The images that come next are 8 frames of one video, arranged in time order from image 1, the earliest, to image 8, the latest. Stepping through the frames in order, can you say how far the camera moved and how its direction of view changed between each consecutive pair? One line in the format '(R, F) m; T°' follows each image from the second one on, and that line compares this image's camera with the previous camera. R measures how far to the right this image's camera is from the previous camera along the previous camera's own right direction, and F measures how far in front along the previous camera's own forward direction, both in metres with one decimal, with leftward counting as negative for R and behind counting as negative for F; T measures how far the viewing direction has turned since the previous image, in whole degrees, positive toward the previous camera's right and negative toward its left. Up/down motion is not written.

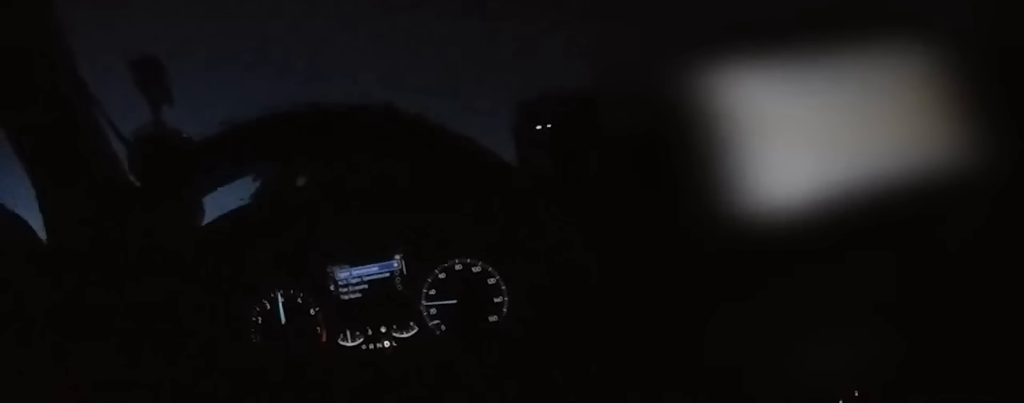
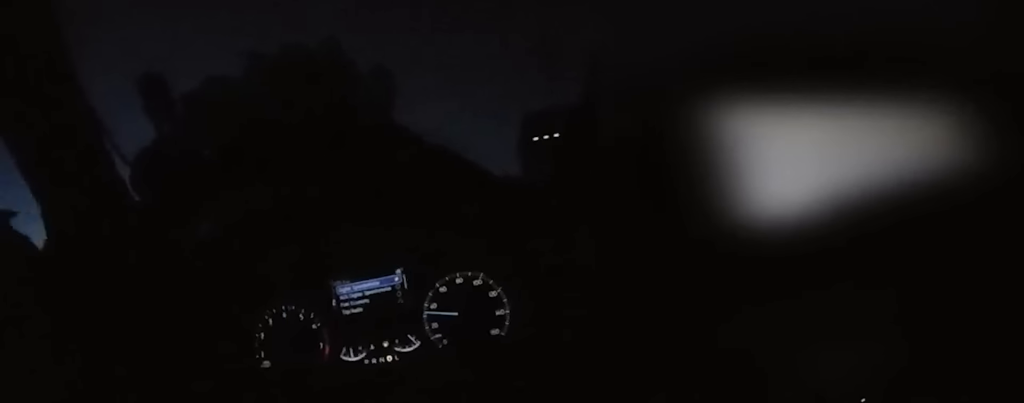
(+0.1, +12.7) m; +1°
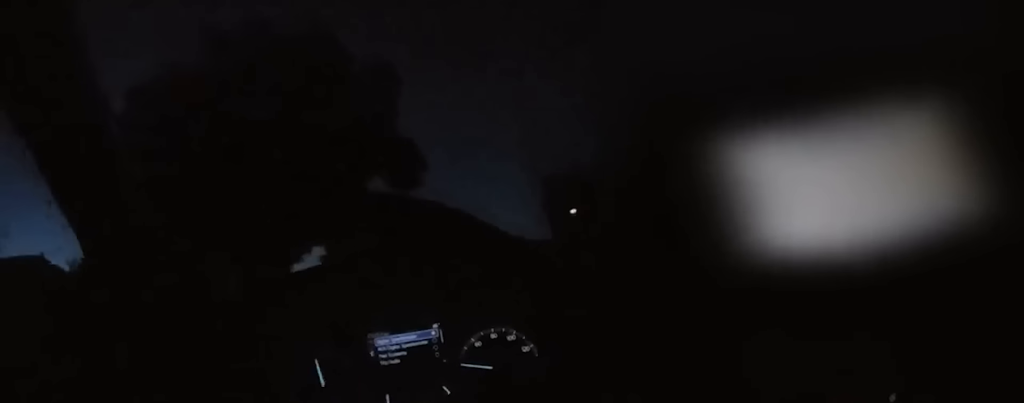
(0.0, +6.7) m; 0°
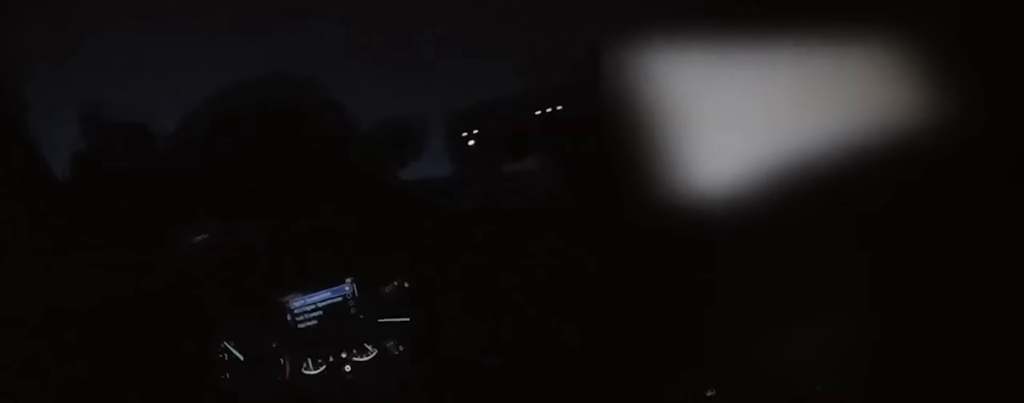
(0.0, +19.3) m; 0°
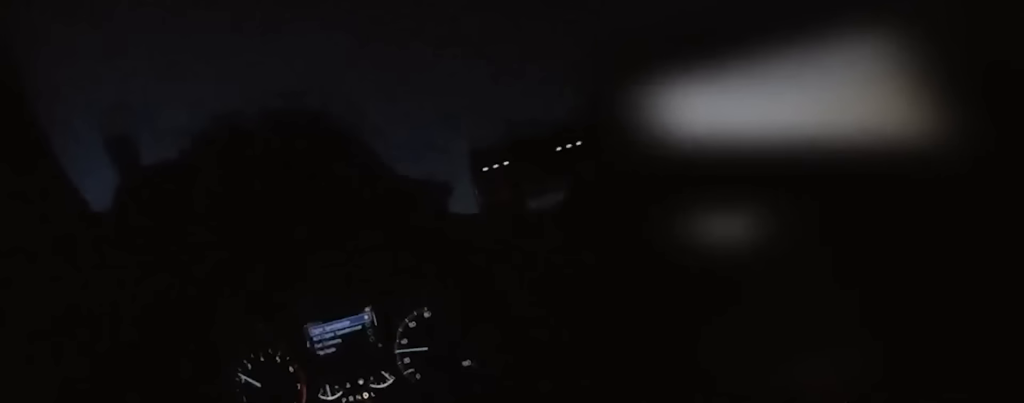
(0.0, +11.5) m; 0°
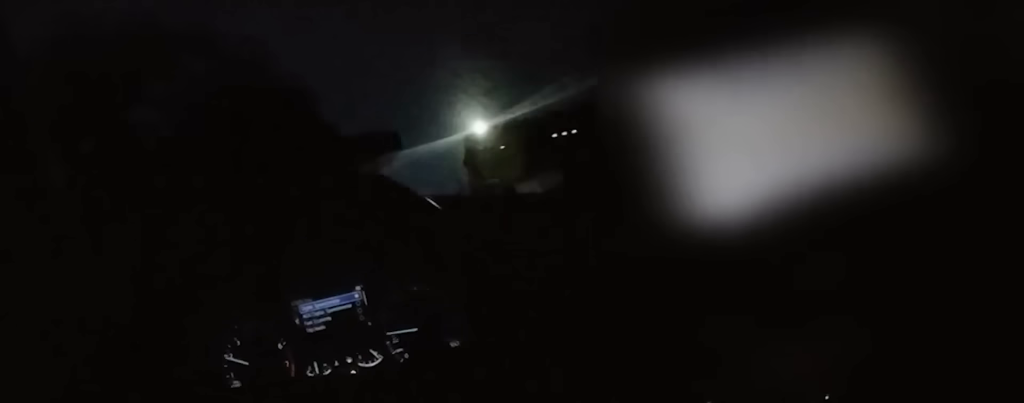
(+0.1, +19.2) m; 0°
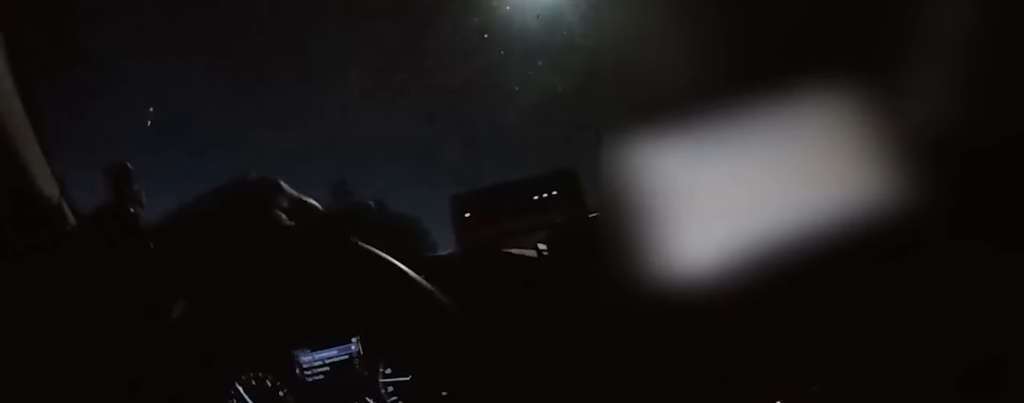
(-0.1, +21.5) m; -1°
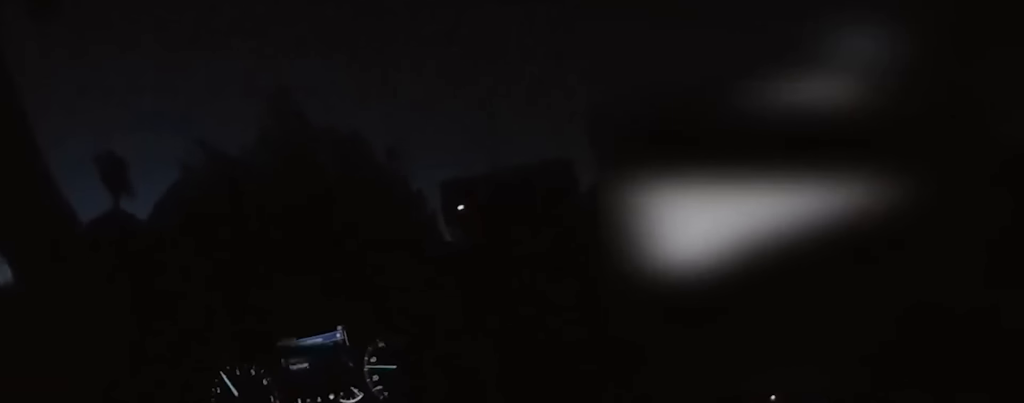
(-0.1, +18.5) m; 0°
